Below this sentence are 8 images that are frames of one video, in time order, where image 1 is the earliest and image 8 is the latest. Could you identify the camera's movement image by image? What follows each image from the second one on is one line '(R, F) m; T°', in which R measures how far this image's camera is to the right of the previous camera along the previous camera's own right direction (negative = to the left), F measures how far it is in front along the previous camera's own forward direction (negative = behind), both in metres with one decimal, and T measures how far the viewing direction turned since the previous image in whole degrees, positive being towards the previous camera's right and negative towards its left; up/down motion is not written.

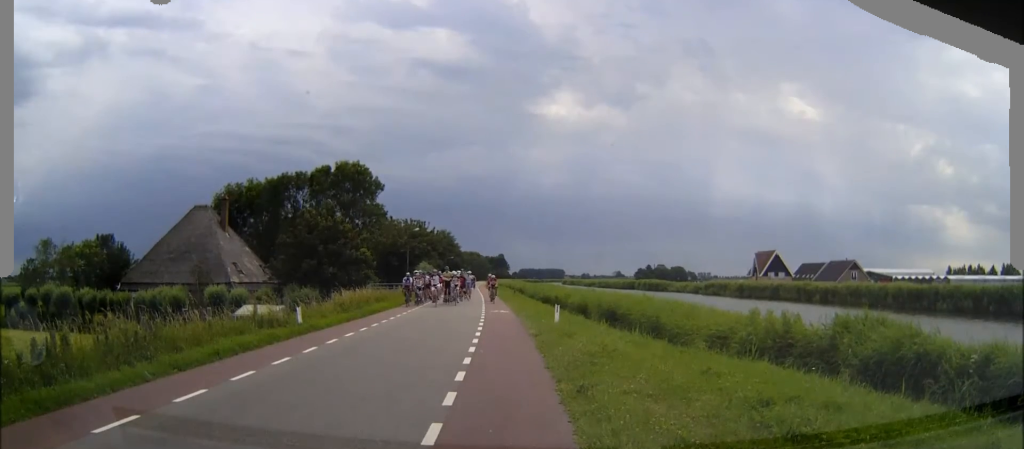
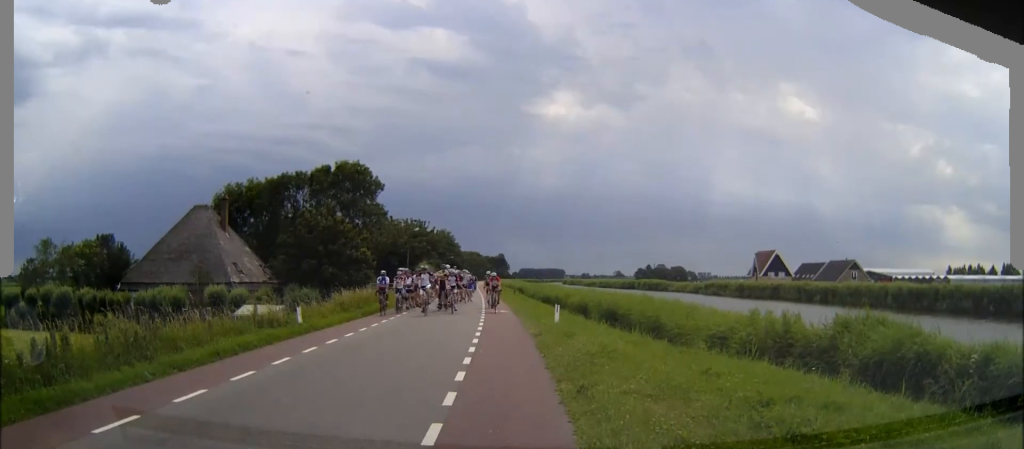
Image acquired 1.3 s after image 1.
(0.0, 0.0) m; 0°
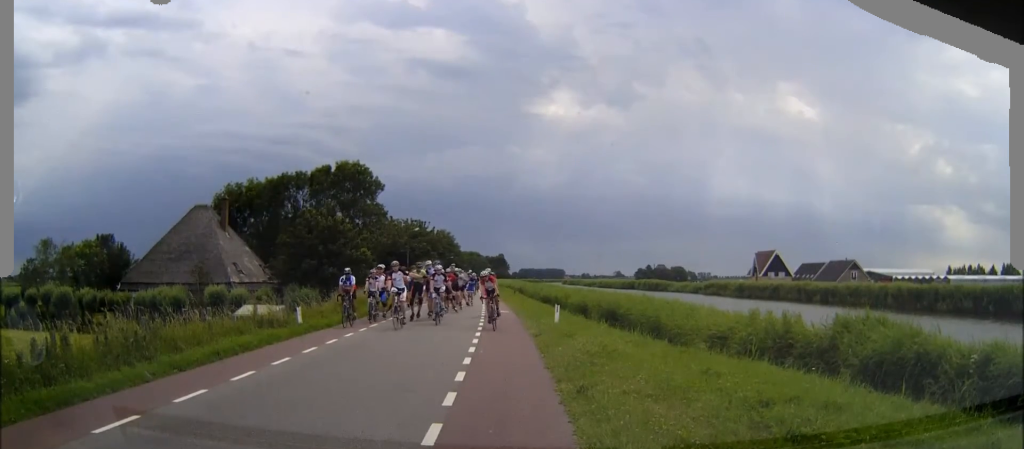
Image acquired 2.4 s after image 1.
(0.0, 0.0) m; 0°
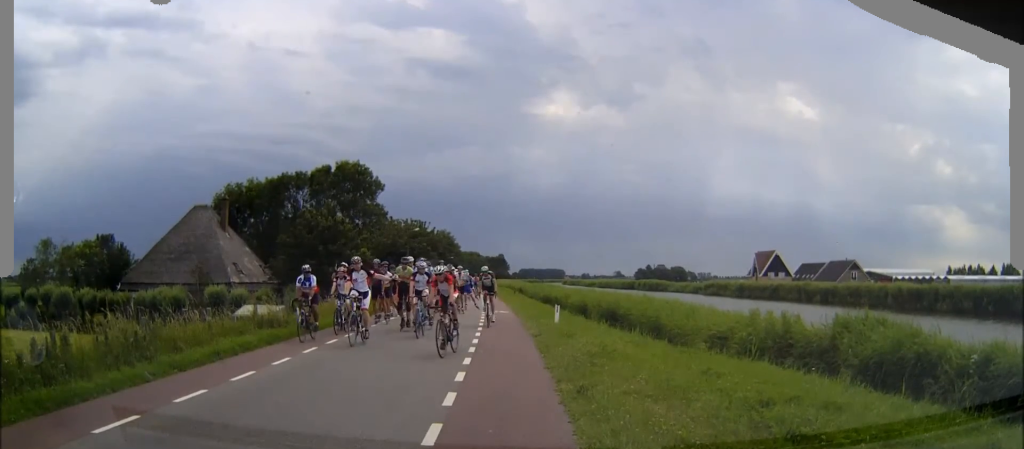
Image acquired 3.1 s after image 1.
(0.0, 0.0) m; 0°
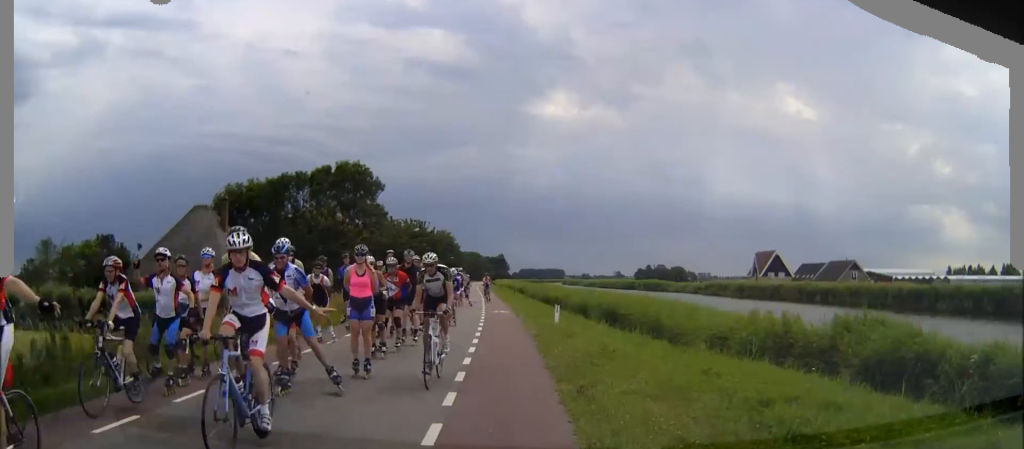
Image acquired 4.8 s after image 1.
(0.0, 0.0) m; 0°
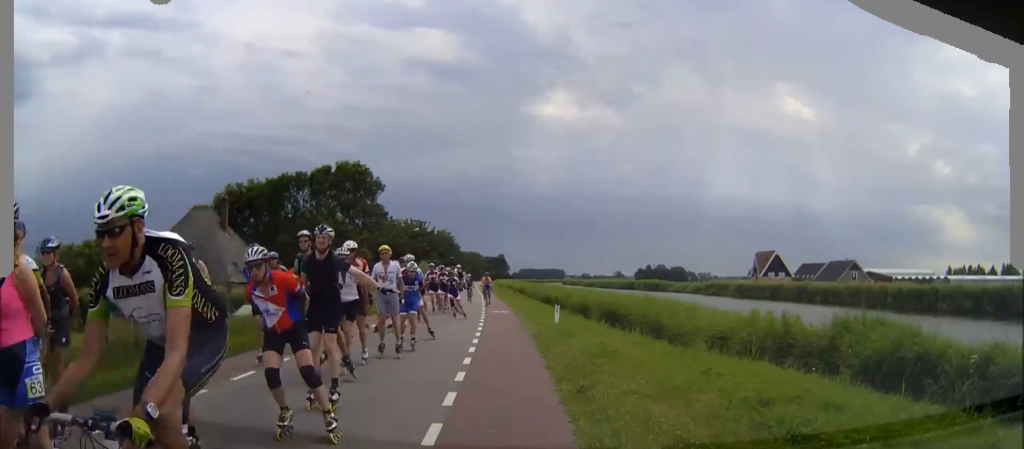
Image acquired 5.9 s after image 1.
(0.0, 0.0) m; 0°
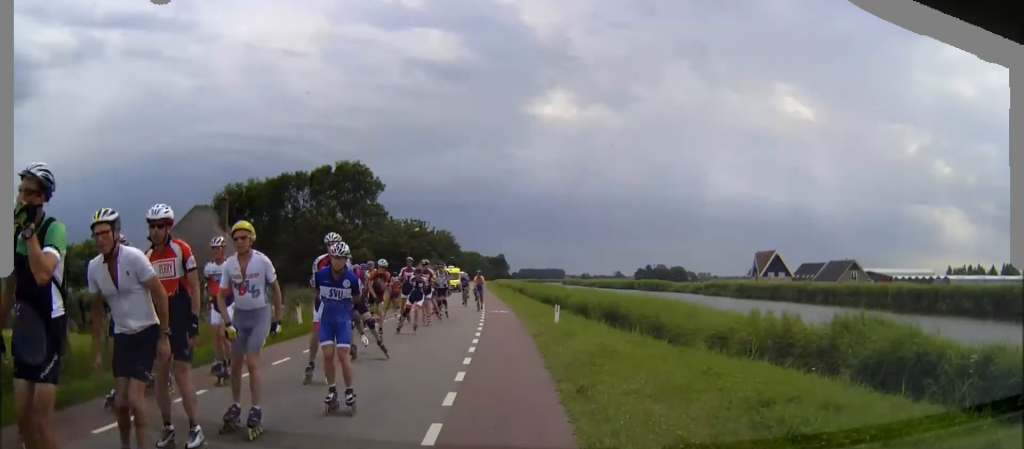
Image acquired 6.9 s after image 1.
(0.0, 0.0) m; 0°
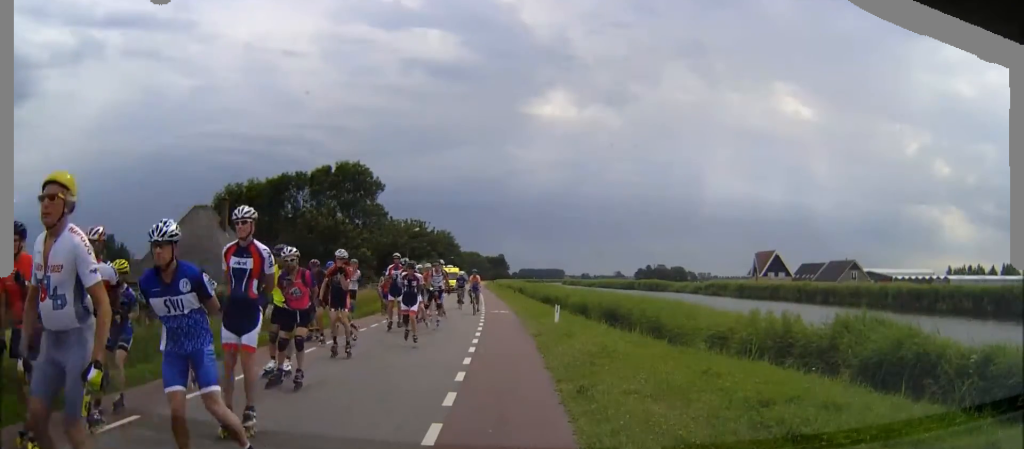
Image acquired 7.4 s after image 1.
(0.0, 0.0) m; 0°
